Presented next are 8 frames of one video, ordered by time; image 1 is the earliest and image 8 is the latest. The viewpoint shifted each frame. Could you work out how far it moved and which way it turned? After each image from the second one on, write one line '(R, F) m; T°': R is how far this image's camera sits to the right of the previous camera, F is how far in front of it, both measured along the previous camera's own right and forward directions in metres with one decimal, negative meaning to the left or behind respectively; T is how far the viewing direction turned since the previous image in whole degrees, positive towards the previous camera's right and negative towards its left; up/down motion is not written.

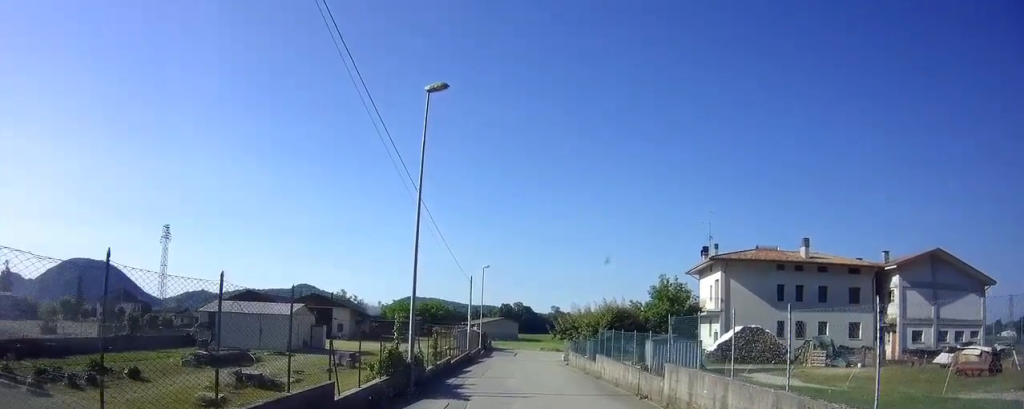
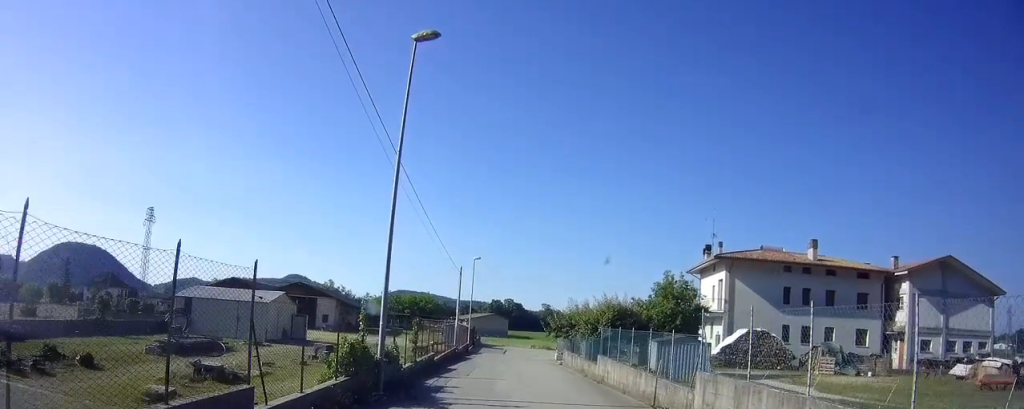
(0.0, +2.9) m; 0°
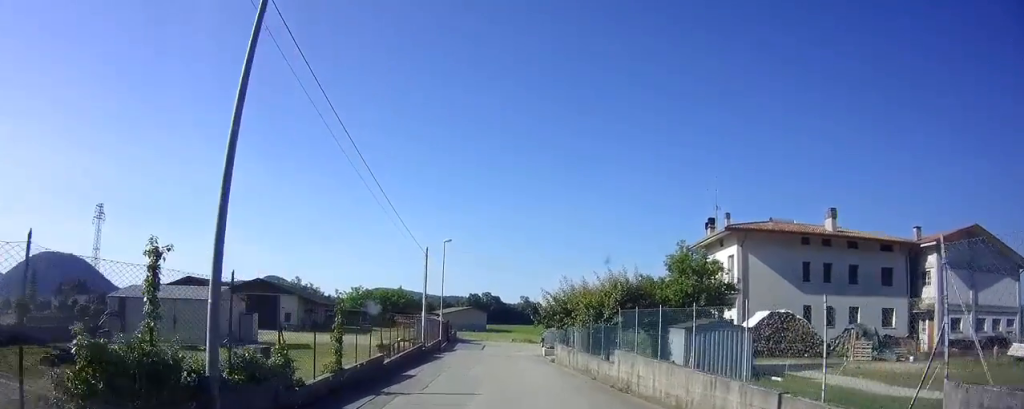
(0.0, +6.8) m; +1°
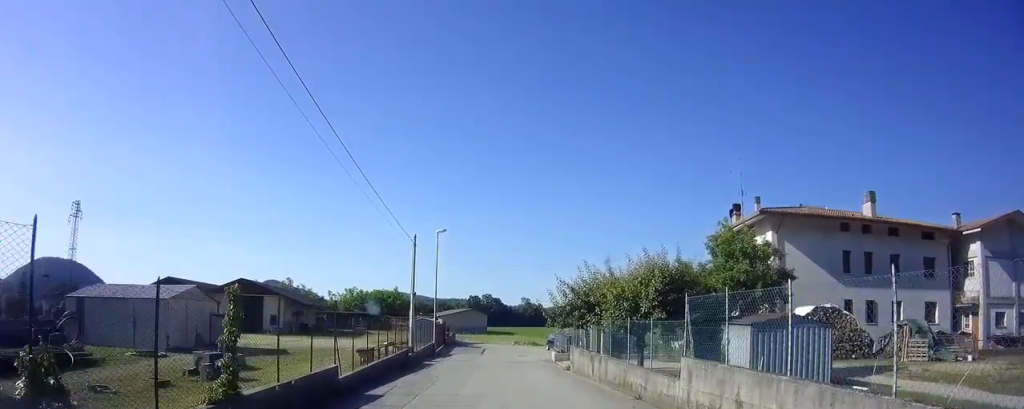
(+0.1, +5.0) m; +1°
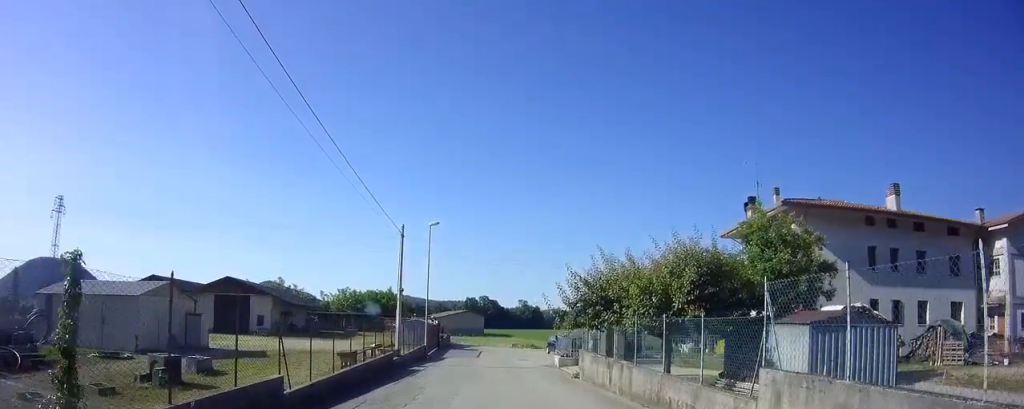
(0.0, +3.1) m; 0°
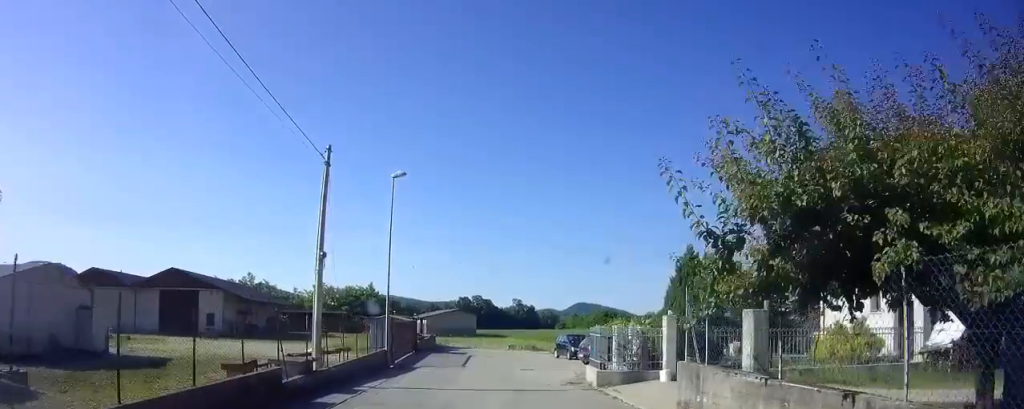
(0.0, +10.3) m; 0°
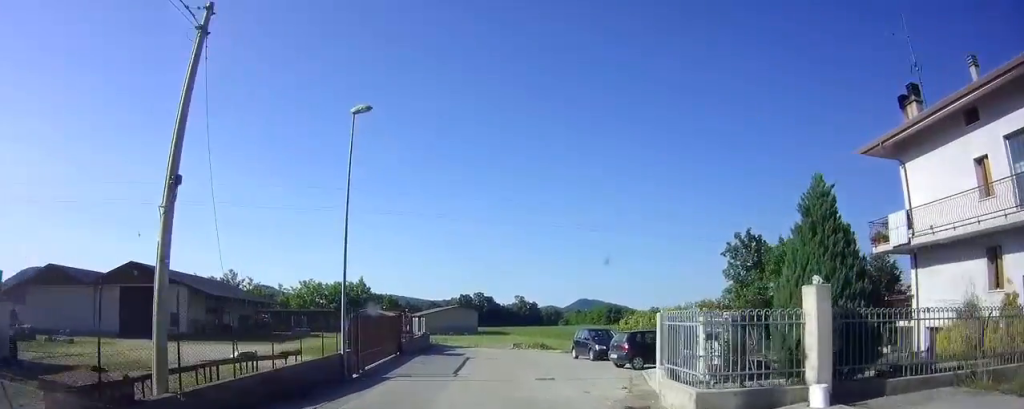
(0.0, +7.0) m; 0°
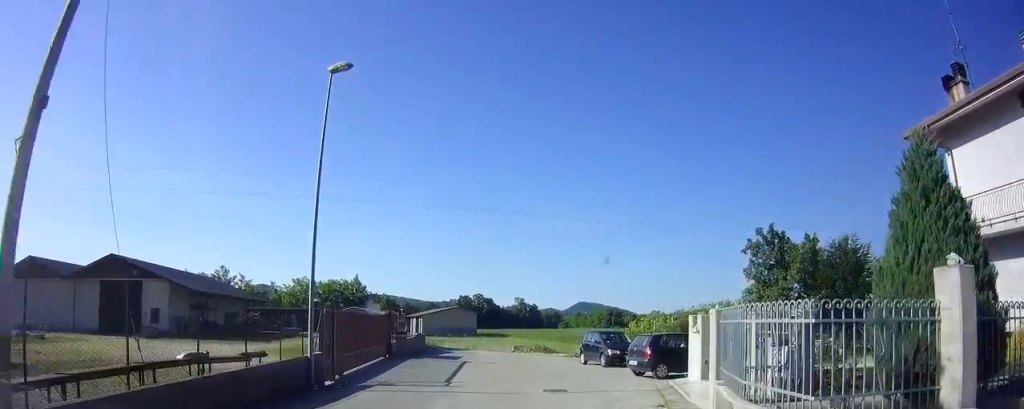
(0.0, +2.8) m; 0°
